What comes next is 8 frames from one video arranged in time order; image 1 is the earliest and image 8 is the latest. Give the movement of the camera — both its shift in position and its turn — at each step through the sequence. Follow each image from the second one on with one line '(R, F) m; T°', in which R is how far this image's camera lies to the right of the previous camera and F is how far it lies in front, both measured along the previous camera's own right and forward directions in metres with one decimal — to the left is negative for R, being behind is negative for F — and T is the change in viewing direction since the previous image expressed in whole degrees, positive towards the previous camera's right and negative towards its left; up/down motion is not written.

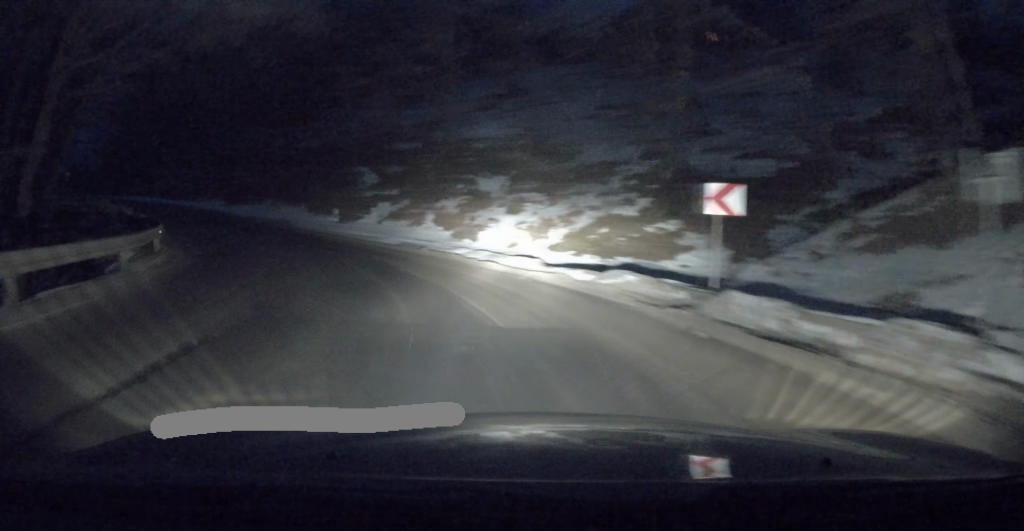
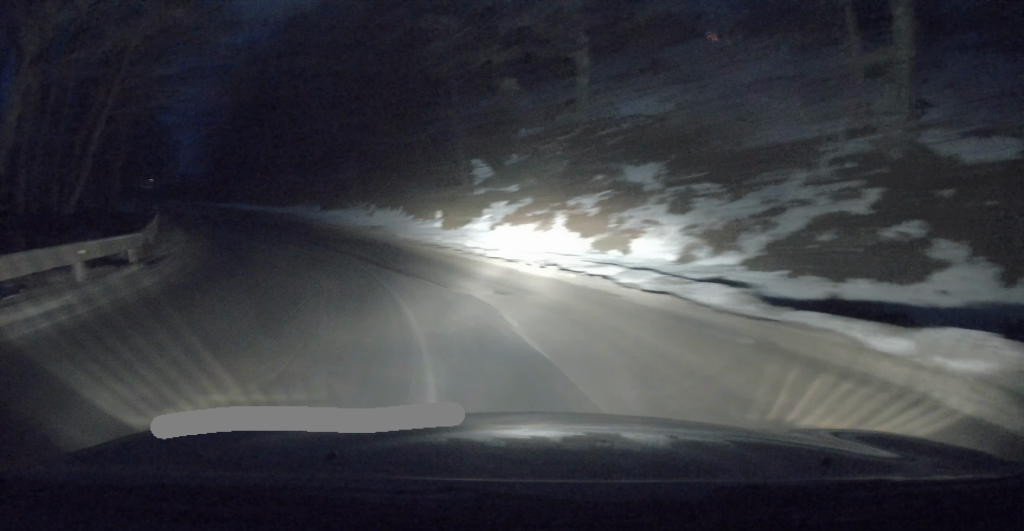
(-0.3, +6.9) m; -6°
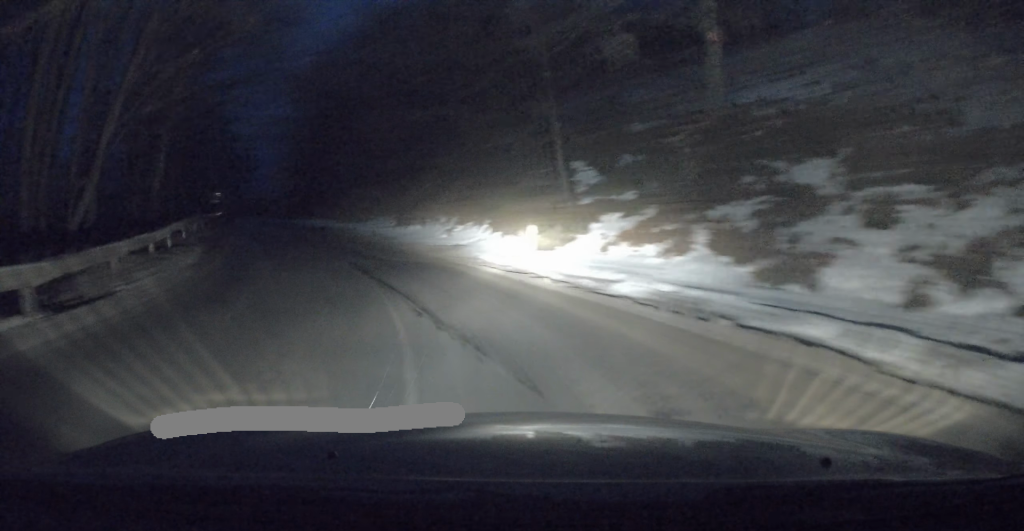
(+0.2, +5.2) m; -6°
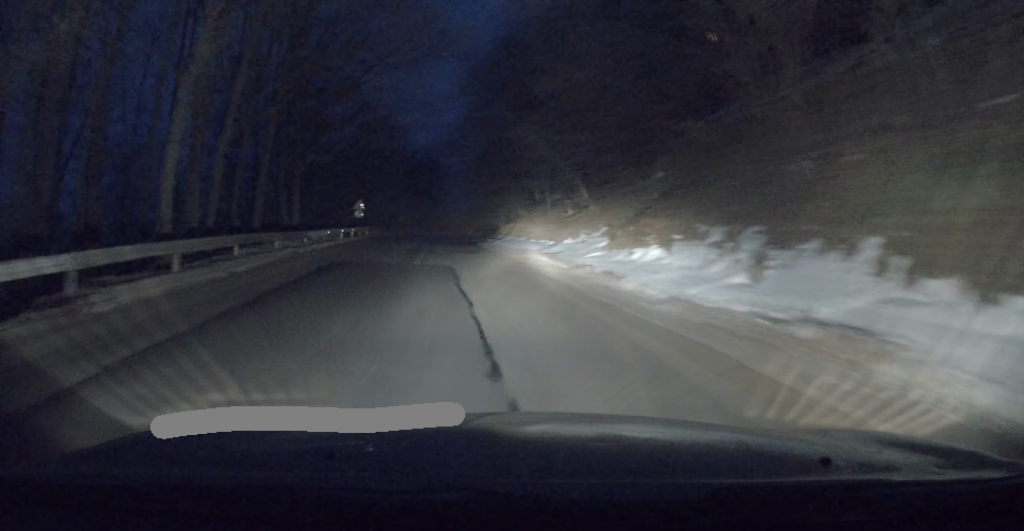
(-2.9, +14.3) m; -19°
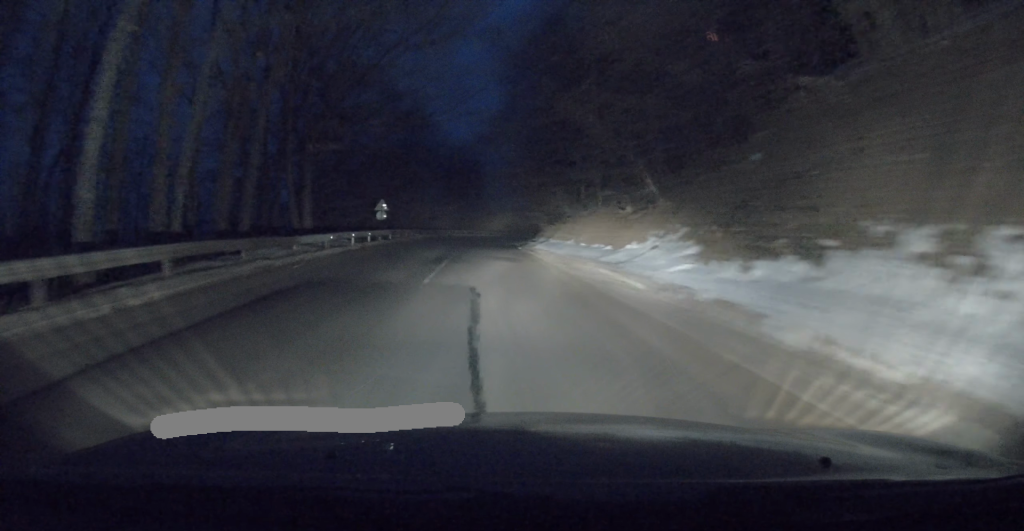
(-0.3, +5.1) m; -4°
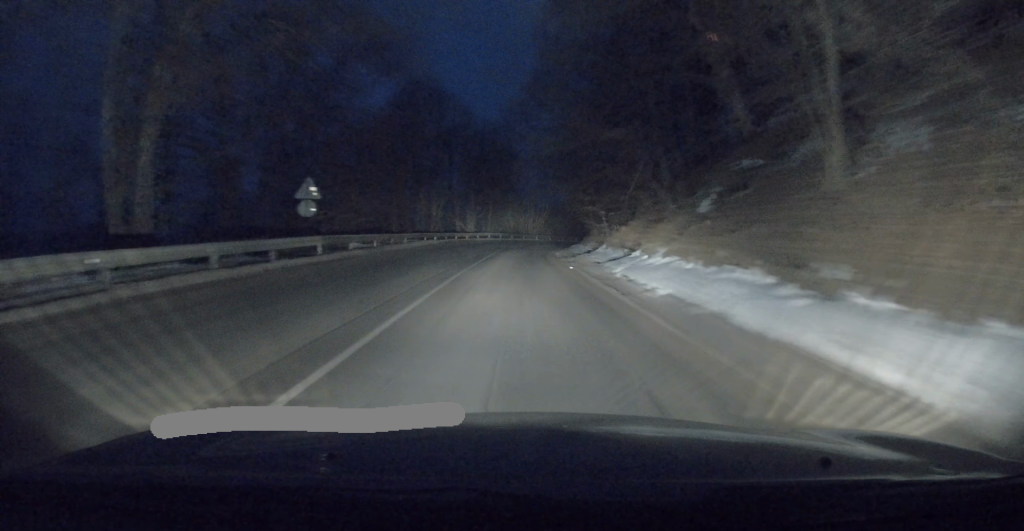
(-1.4, +17.5) m; -9°
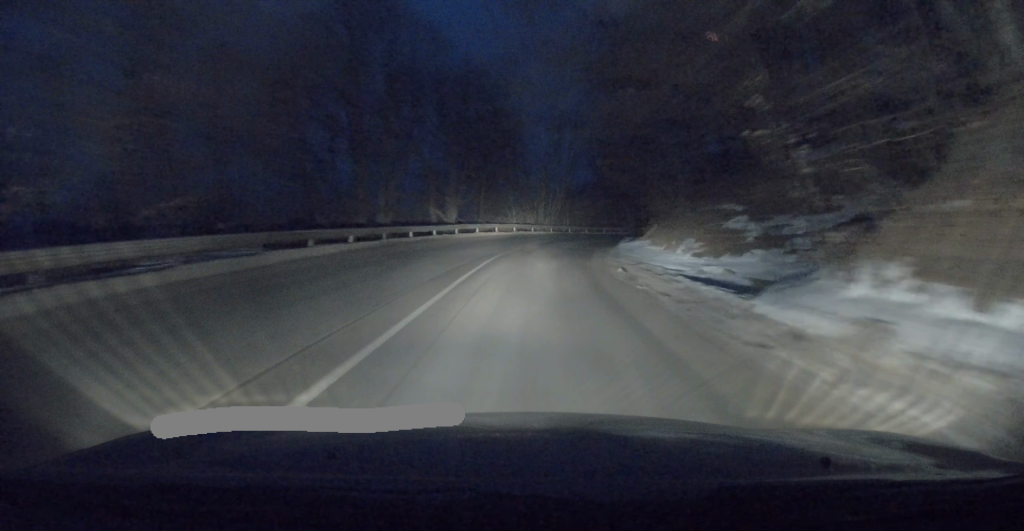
(-1.3, +22.5) m; -1°
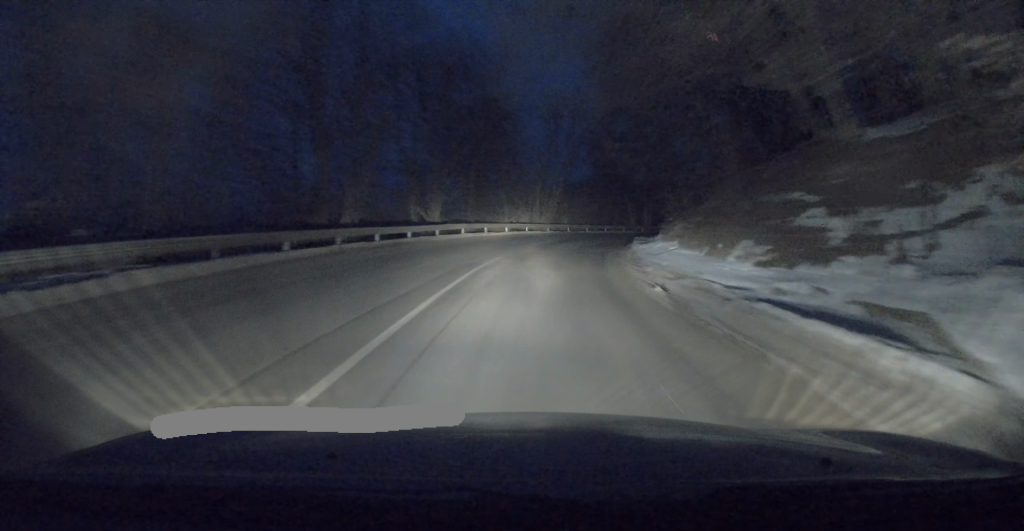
(+0.2, +5.6) m; +3°
